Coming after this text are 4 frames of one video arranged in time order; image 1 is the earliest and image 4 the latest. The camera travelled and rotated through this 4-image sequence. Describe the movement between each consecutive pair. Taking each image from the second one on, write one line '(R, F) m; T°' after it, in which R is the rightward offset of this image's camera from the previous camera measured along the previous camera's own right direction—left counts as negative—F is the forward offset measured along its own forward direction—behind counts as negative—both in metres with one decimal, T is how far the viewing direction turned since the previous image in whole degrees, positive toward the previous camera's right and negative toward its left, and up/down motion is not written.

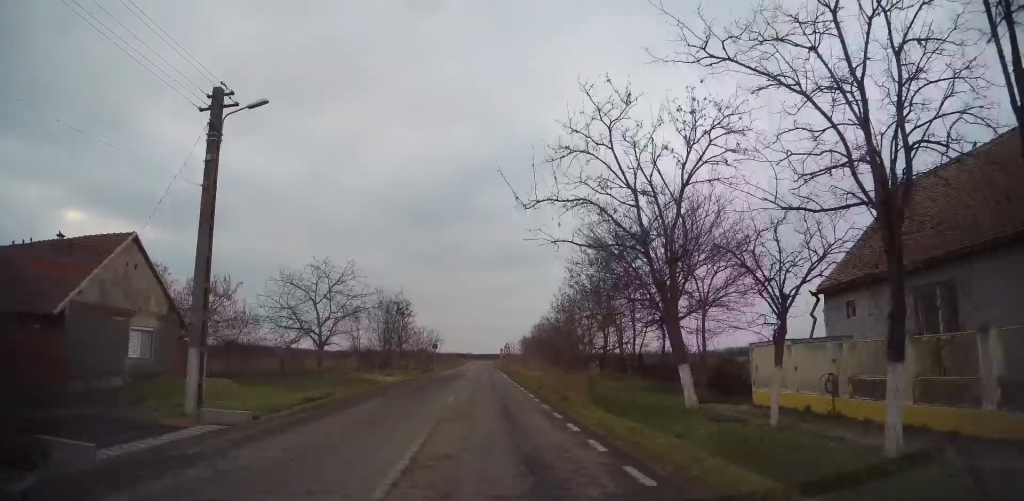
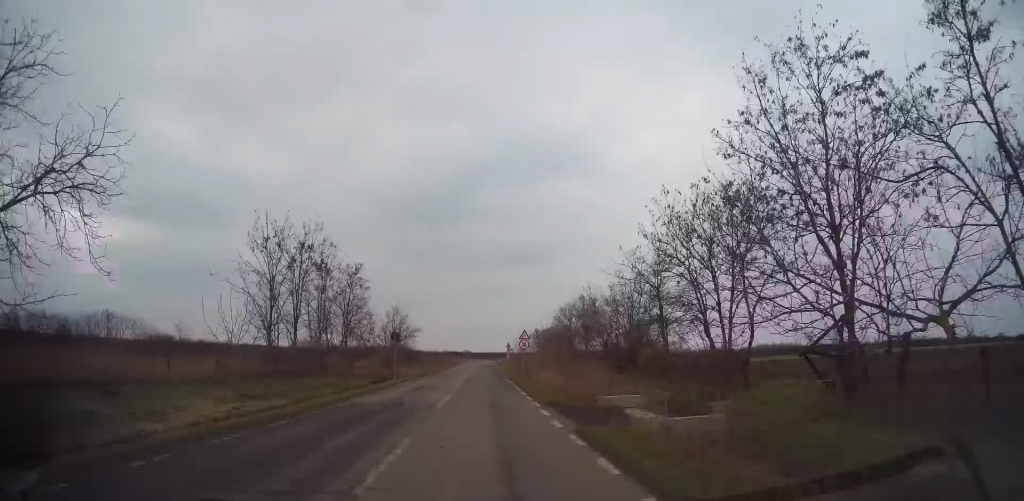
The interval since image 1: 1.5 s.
(+0.6, +26.4) m; +2°
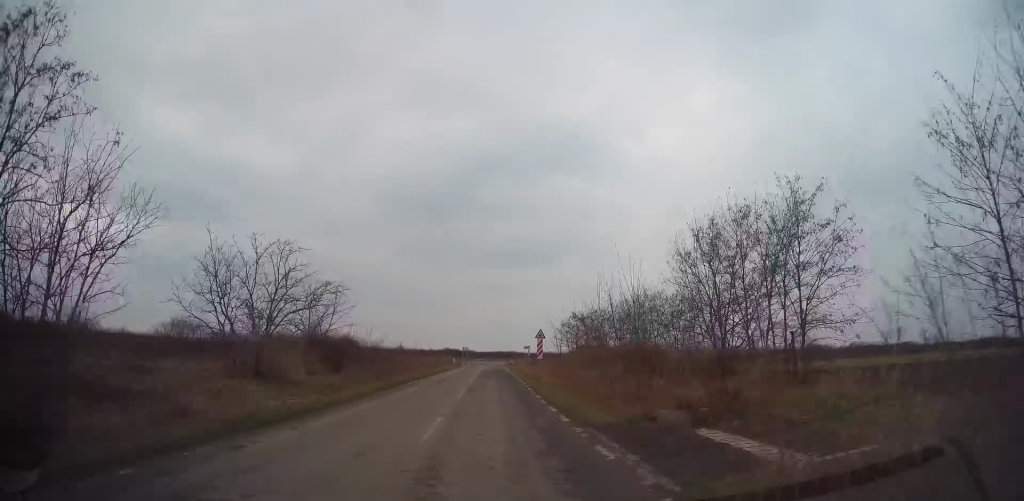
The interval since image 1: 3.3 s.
(-0.4, +32.5) m; -1°
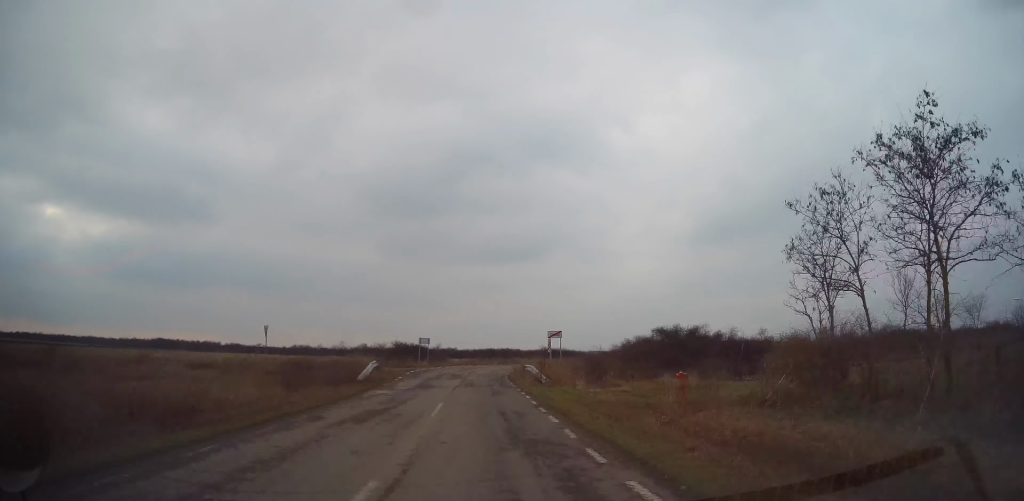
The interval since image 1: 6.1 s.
(-0.1, +46.3) m; 0°
